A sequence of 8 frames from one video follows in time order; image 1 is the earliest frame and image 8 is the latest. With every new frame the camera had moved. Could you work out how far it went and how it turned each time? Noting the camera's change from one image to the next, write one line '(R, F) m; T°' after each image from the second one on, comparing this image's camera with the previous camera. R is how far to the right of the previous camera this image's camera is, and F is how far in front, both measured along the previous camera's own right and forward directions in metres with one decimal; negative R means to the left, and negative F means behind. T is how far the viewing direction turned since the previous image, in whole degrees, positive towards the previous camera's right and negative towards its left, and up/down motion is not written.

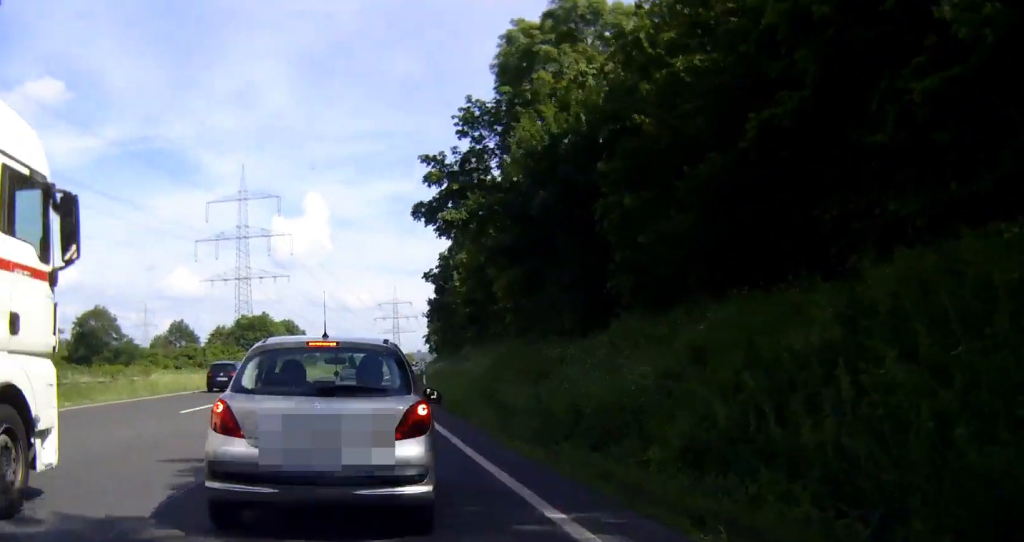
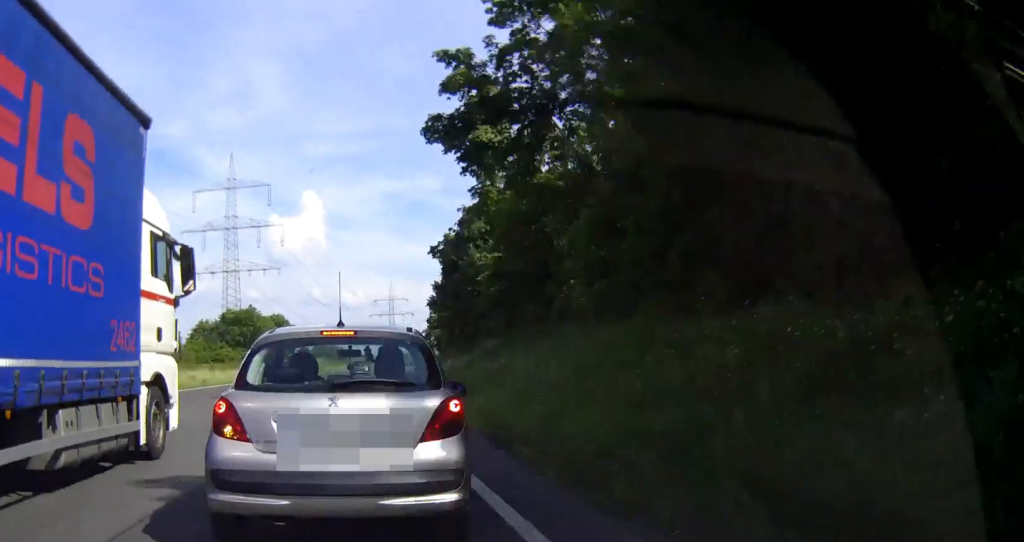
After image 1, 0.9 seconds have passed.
(+0.1, +12.0) m; 0°
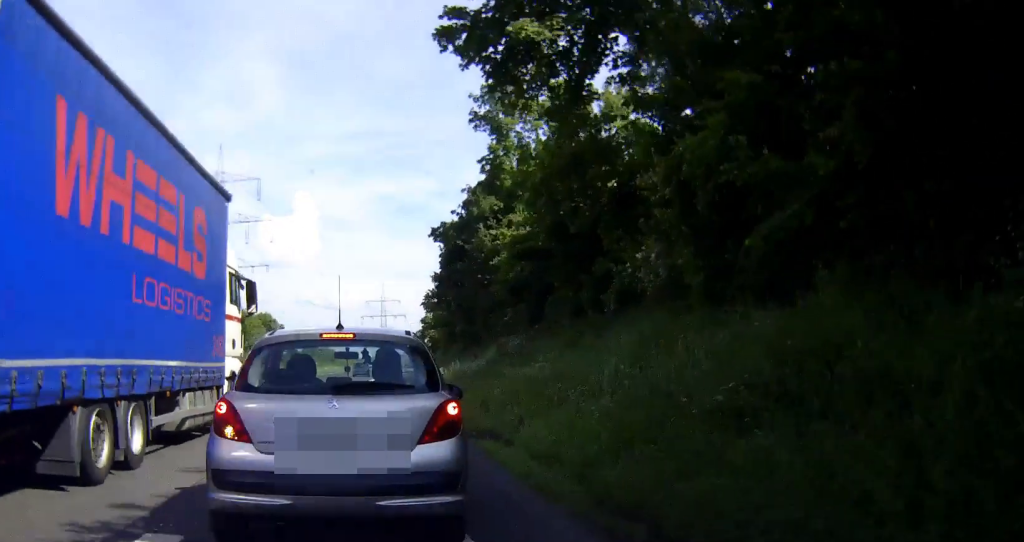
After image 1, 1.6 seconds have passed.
(+0.1, +8.1) m; 0°
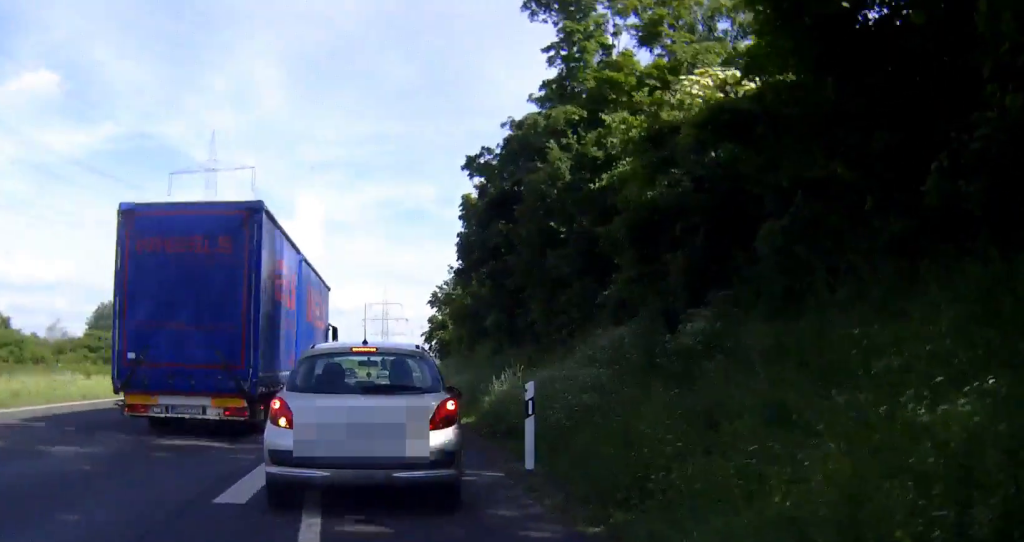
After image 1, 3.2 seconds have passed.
(-0.2, +16.5) m; +1°
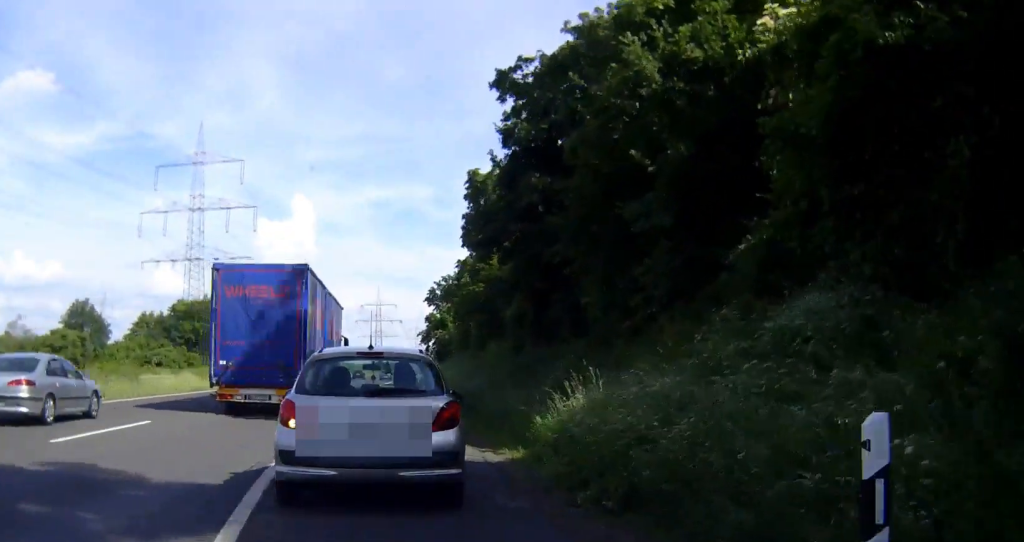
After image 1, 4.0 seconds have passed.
(+0.2, +8.9) m; +1°
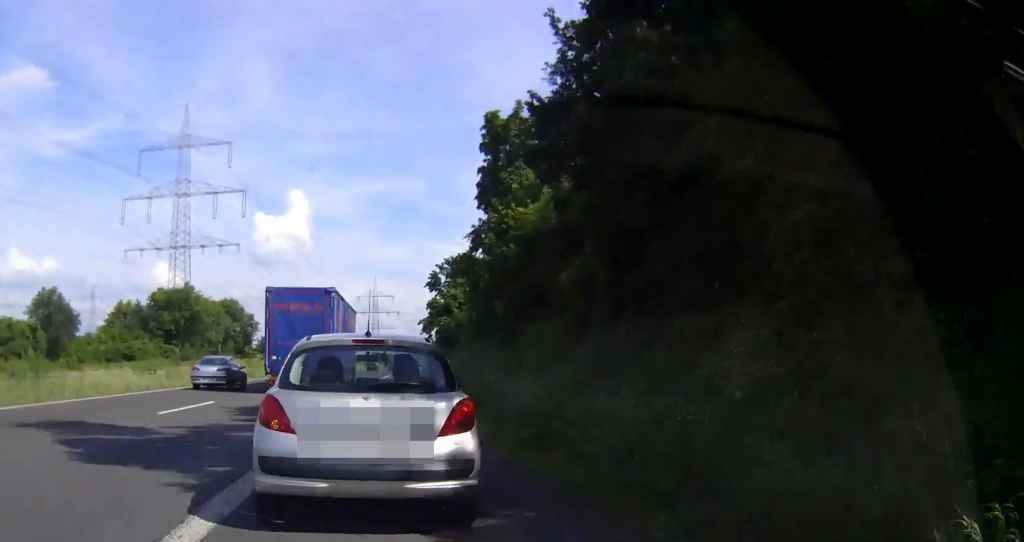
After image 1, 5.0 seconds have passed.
(+0.1, +11.1) m; 0°
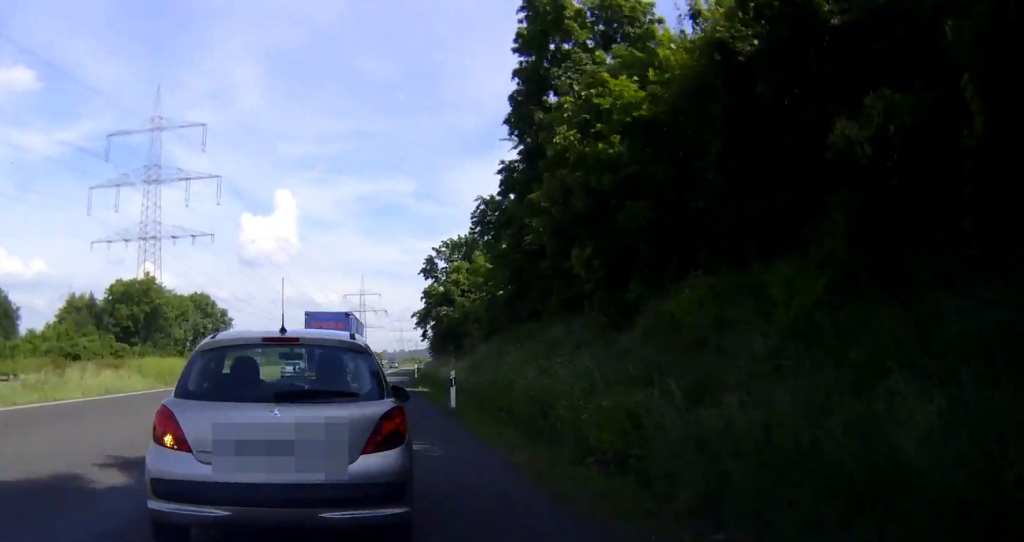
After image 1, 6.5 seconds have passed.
(-0.1, +15.4) m; -1°
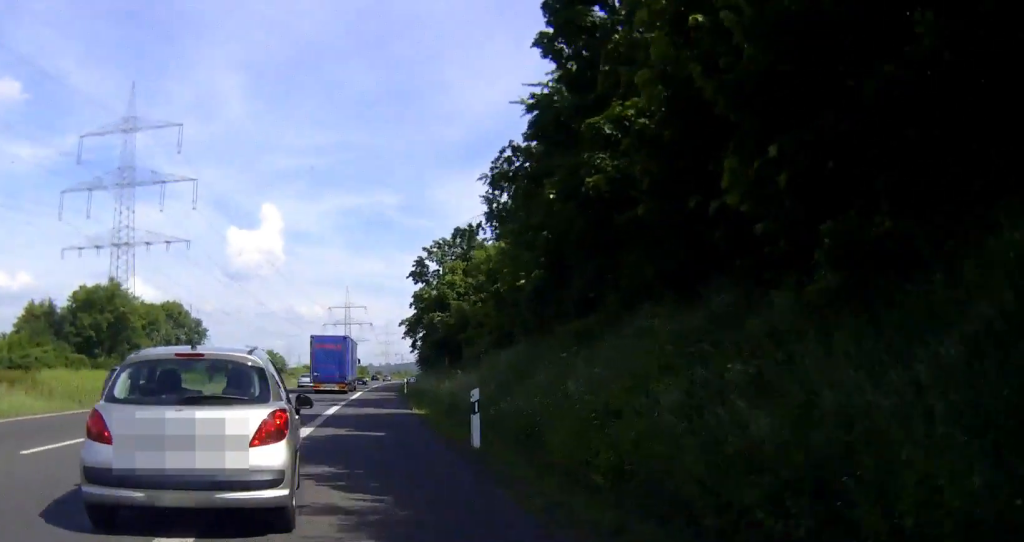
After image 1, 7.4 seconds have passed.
(0.0, +10.7) m; 0°
